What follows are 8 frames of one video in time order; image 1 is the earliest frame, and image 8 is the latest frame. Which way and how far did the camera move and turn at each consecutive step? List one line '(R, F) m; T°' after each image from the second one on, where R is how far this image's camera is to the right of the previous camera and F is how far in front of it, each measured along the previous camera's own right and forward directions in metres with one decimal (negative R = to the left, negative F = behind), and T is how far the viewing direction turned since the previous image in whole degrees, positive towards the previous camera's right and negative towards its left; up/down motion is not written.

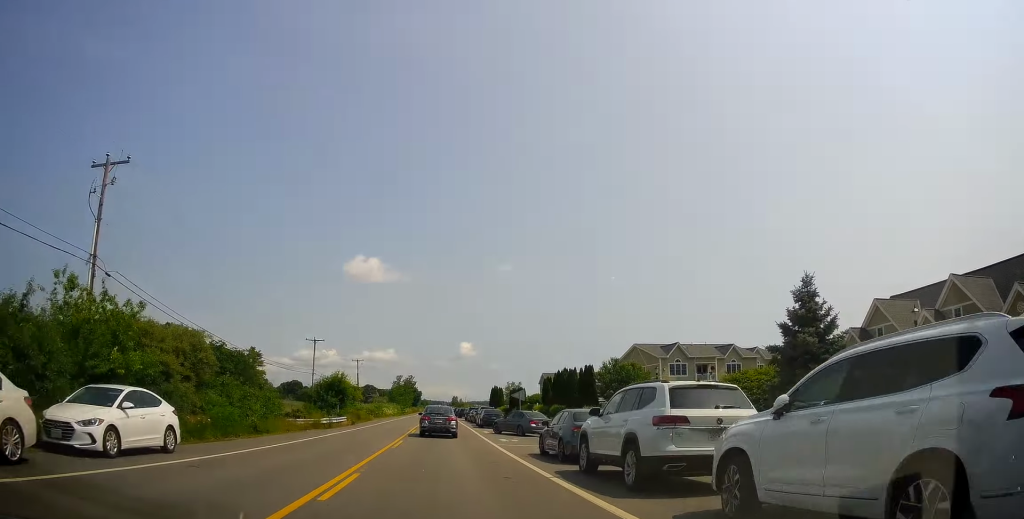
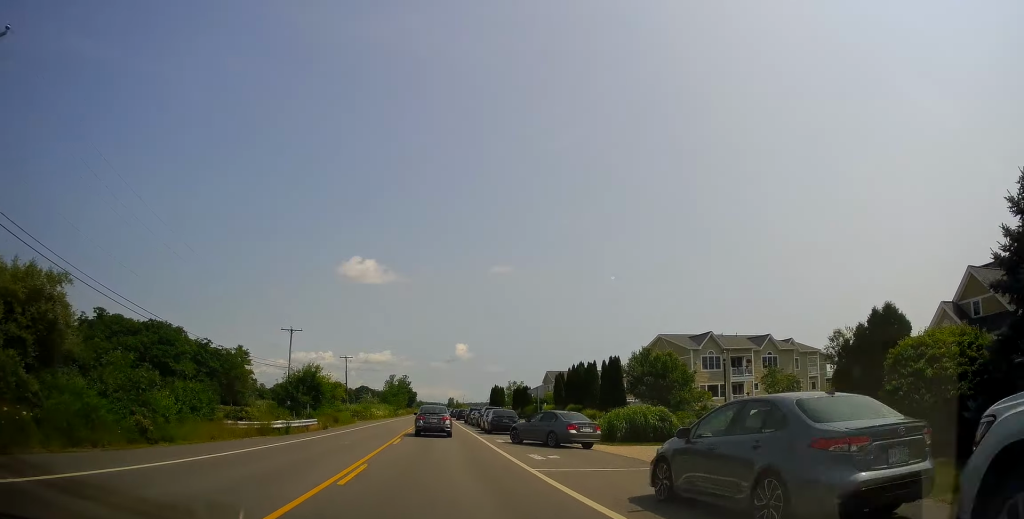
(+0.5, +10.2) m; 0°
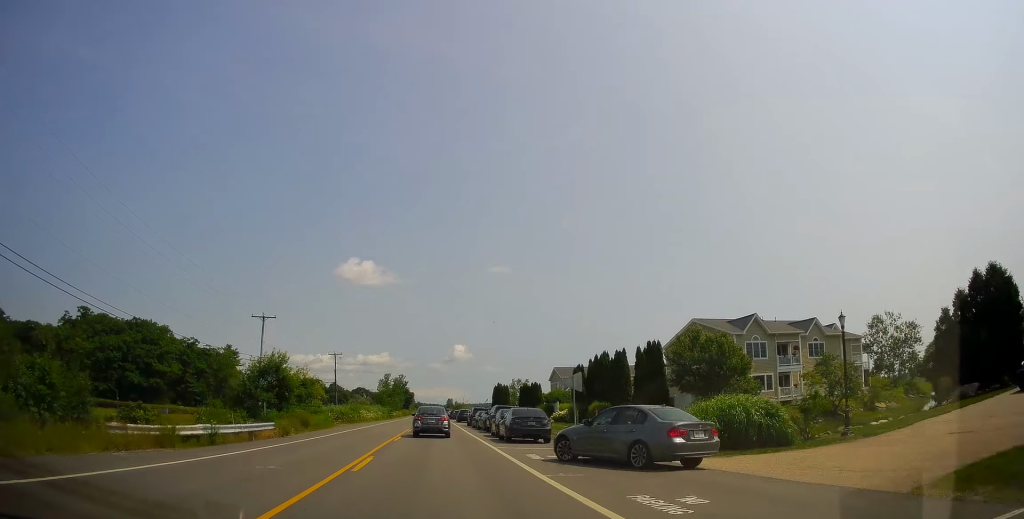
(-0.3, +9.9) m; 0°
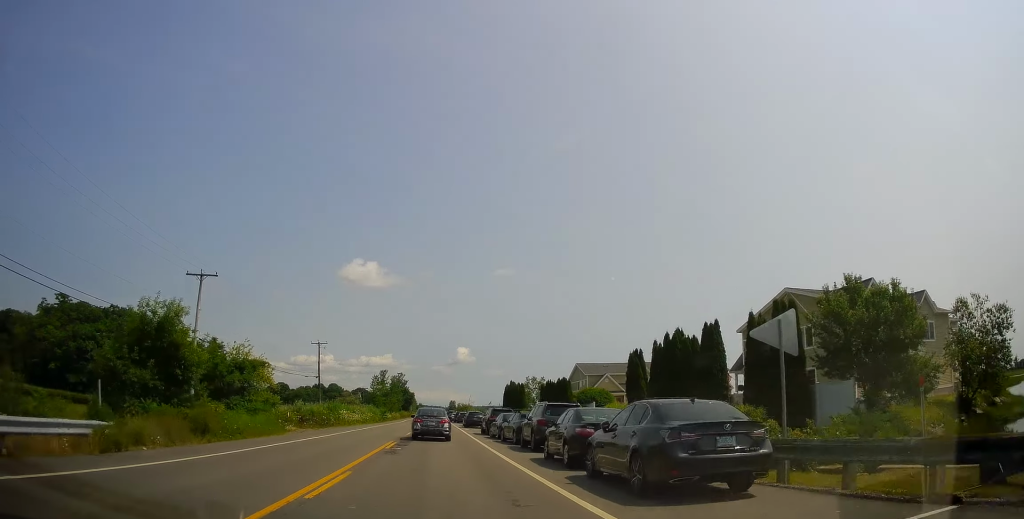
(+0.3, +15.8) m; 0°
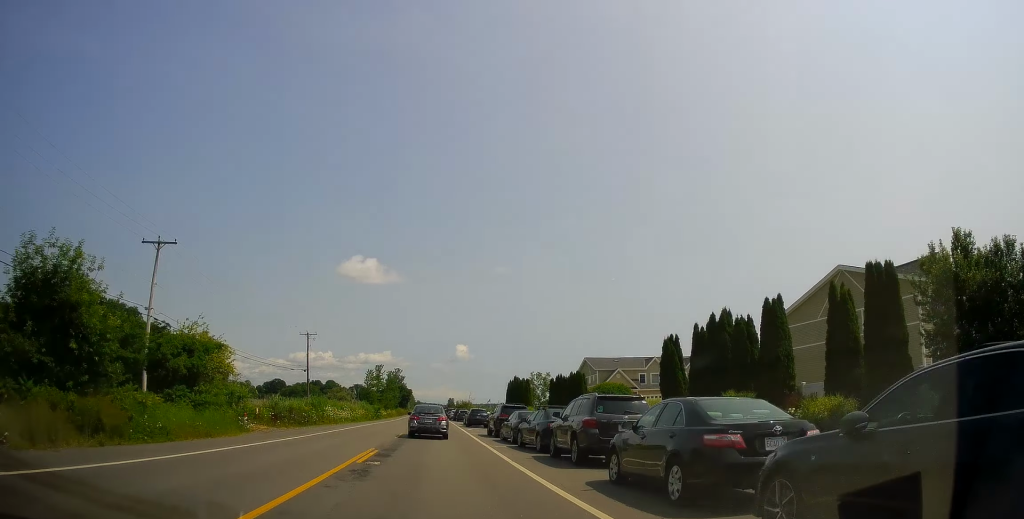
(0.0, +6.6) m; -1°
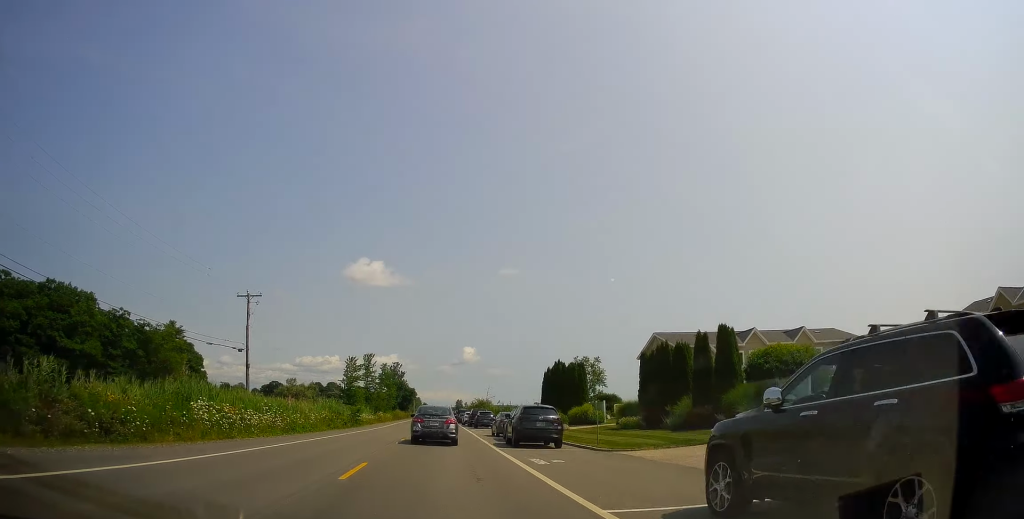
(-0.8, +27.0) m; +1°
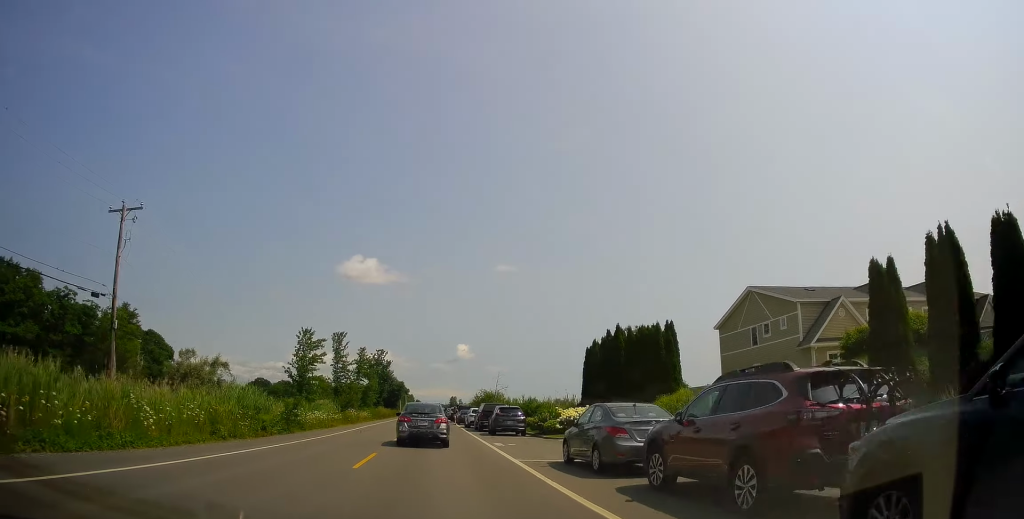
(0.0, +21.6) m; -1°
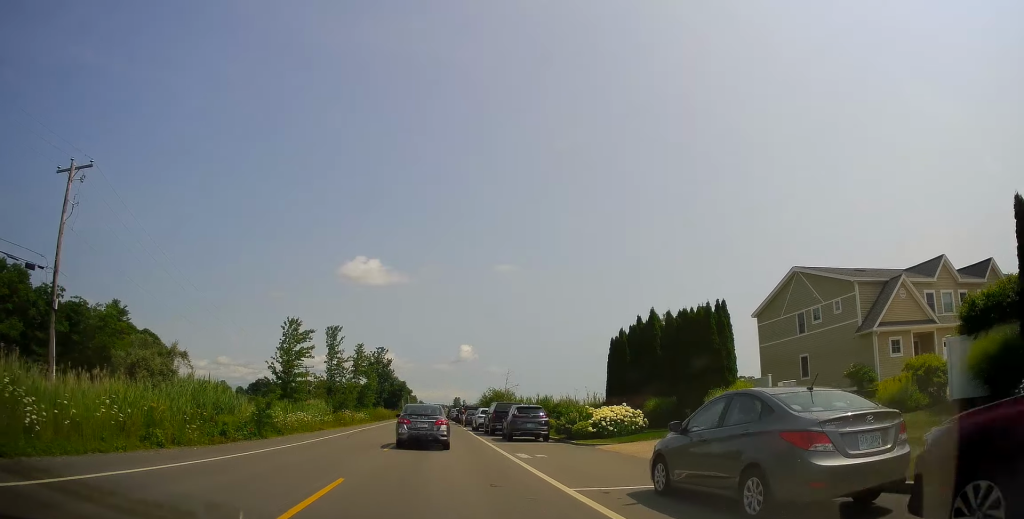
(0.0, +5.9) m; 0°
